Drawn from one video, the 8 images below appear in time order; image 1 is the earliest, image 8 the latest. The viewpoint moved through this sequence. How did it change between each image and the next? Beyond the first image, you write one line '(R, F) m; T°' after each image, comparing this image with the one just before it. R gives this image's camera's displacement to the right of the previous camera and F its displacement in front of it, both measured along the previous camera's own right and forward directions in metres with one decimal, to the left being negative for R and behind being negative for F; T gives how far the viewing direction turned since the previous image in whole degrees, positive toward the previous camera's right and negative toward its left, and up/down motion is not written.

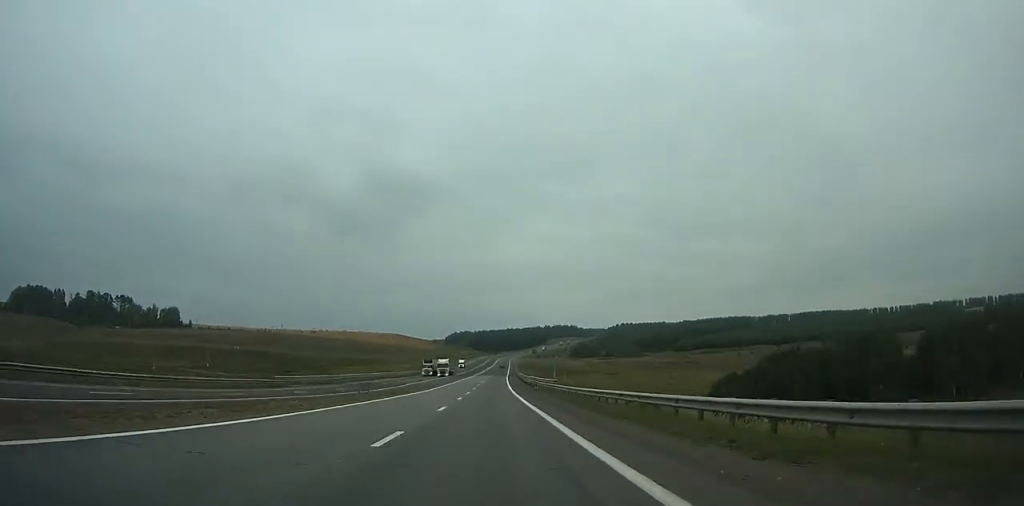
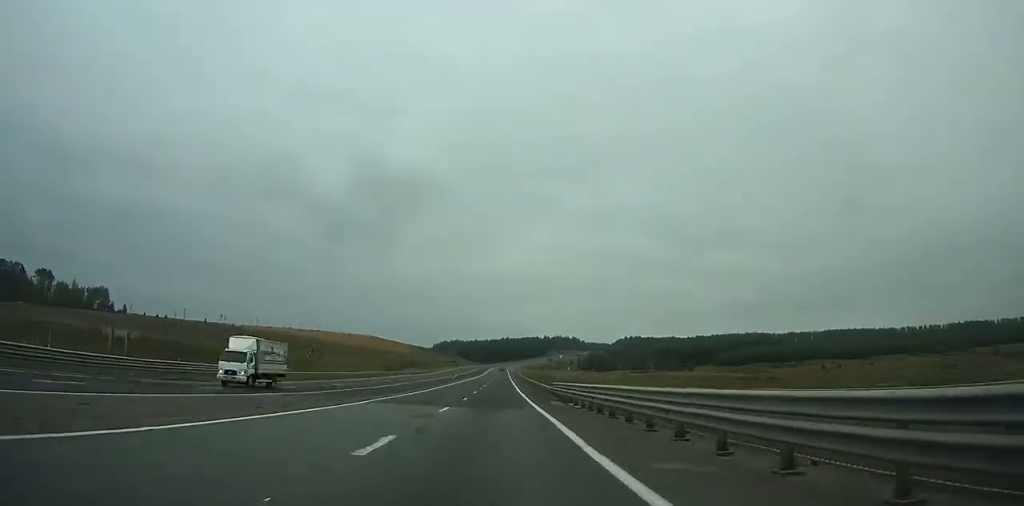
(+1.1, +110.3) m; +1°
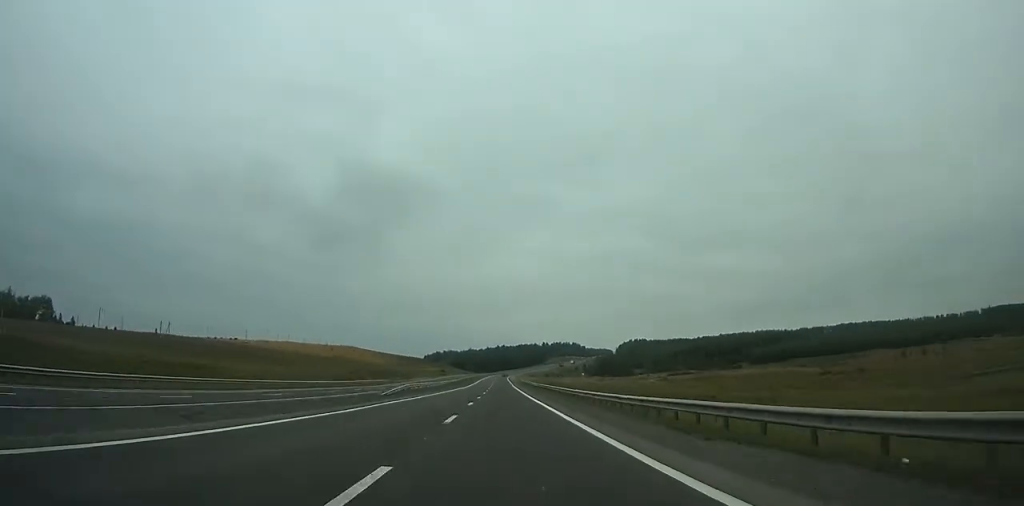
(+0.3, +64.4) m; 0°
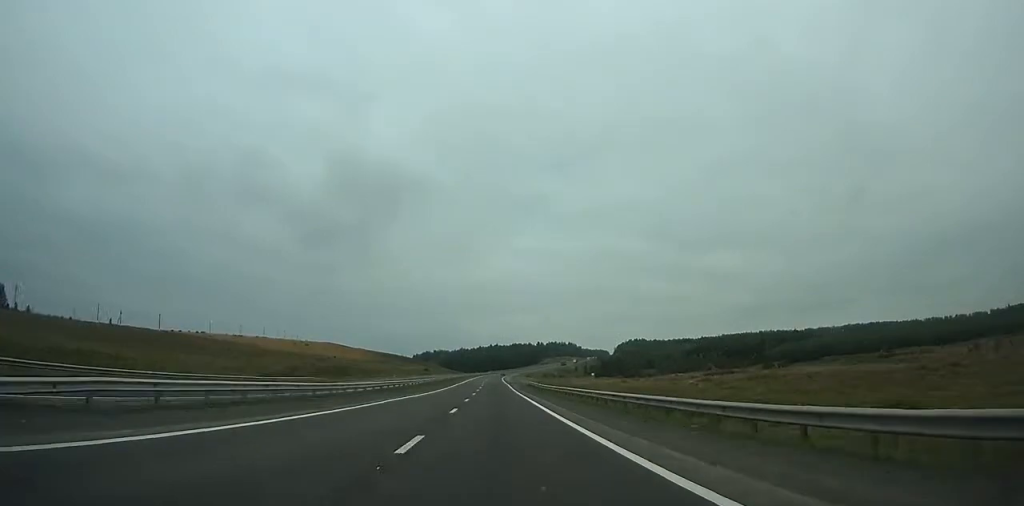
(0.0, +44.2) m; 0°
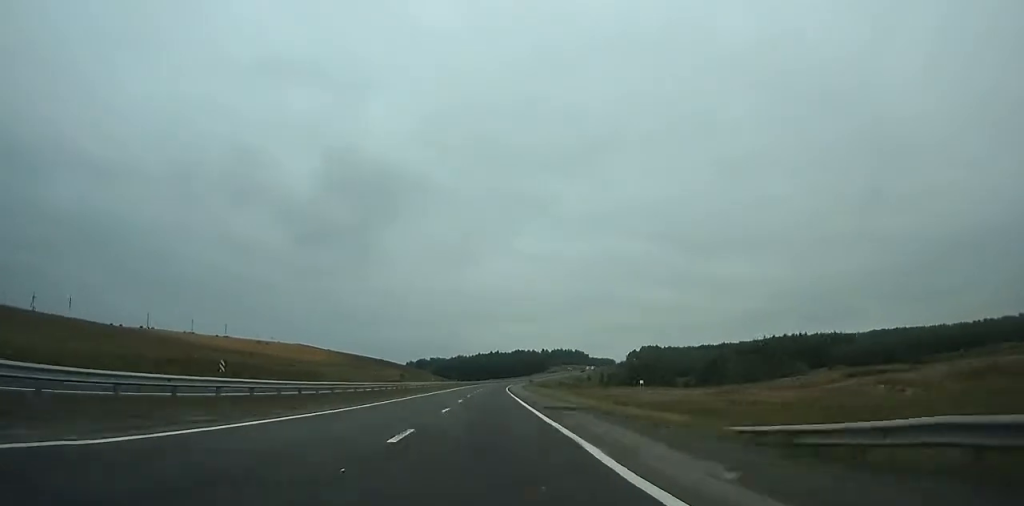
(+0.2, +68.2) m; 0°
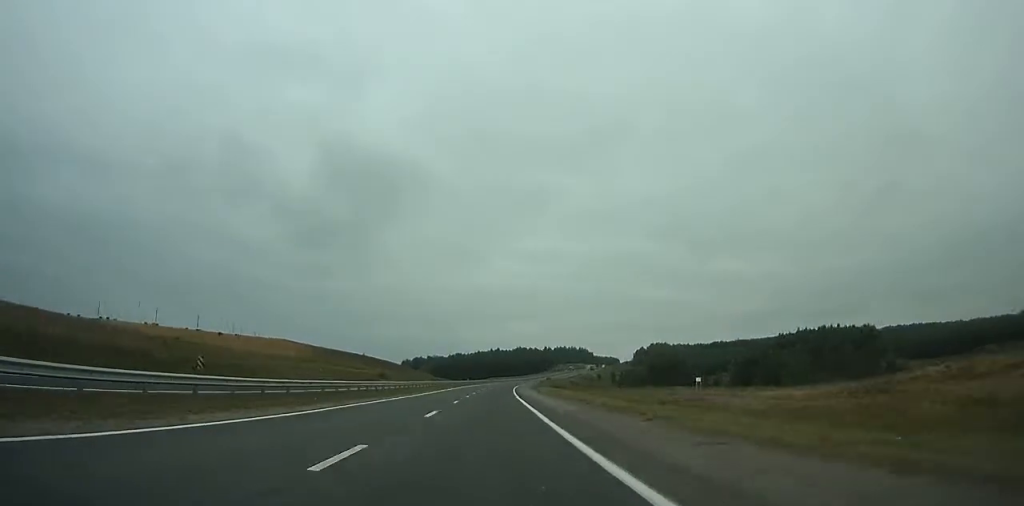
(+0.1, +39.5) m; 0°
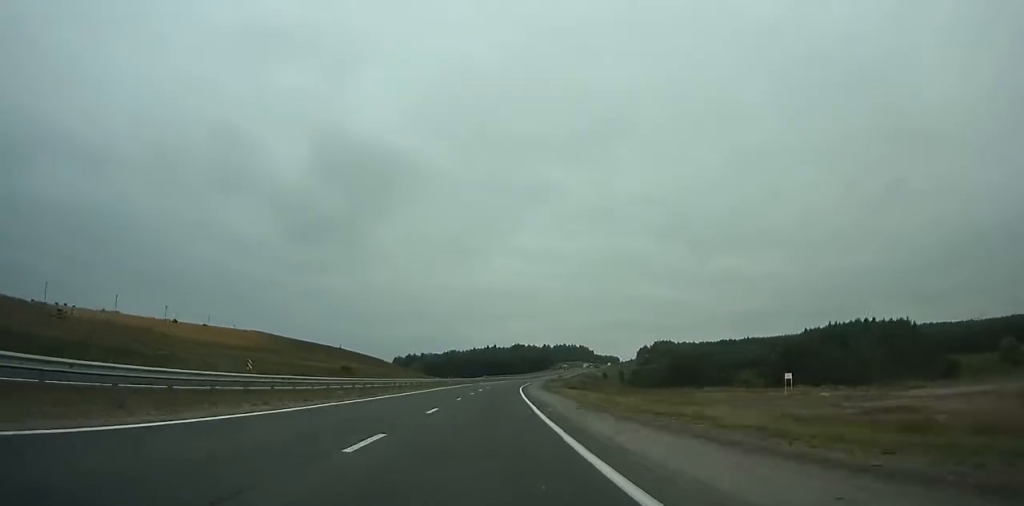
(0.0, +34.6) m; +1°
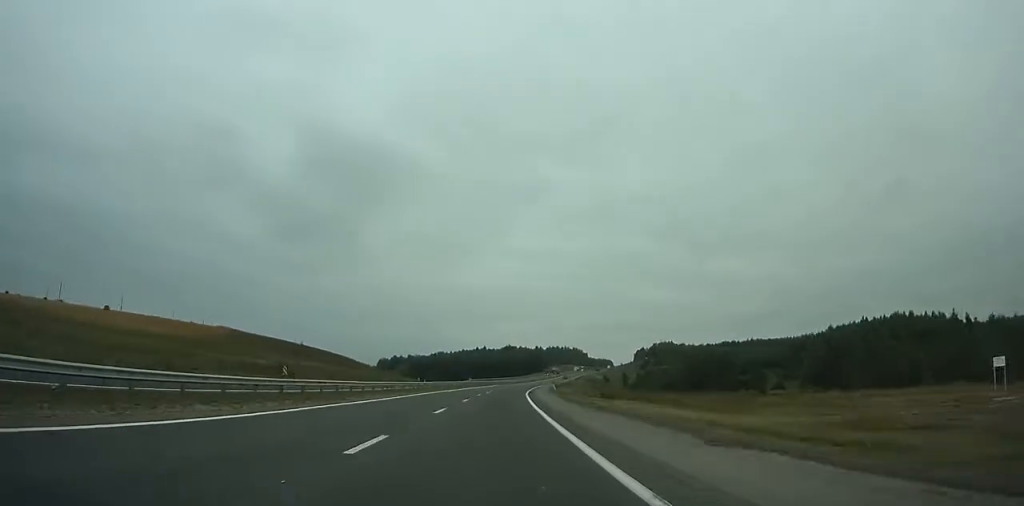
(-0.3, +34.6) m; +1°
